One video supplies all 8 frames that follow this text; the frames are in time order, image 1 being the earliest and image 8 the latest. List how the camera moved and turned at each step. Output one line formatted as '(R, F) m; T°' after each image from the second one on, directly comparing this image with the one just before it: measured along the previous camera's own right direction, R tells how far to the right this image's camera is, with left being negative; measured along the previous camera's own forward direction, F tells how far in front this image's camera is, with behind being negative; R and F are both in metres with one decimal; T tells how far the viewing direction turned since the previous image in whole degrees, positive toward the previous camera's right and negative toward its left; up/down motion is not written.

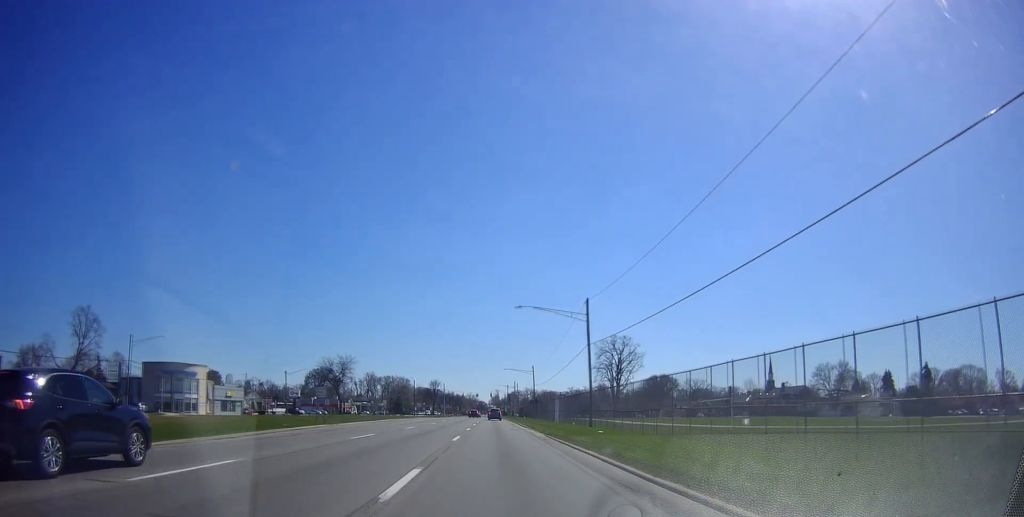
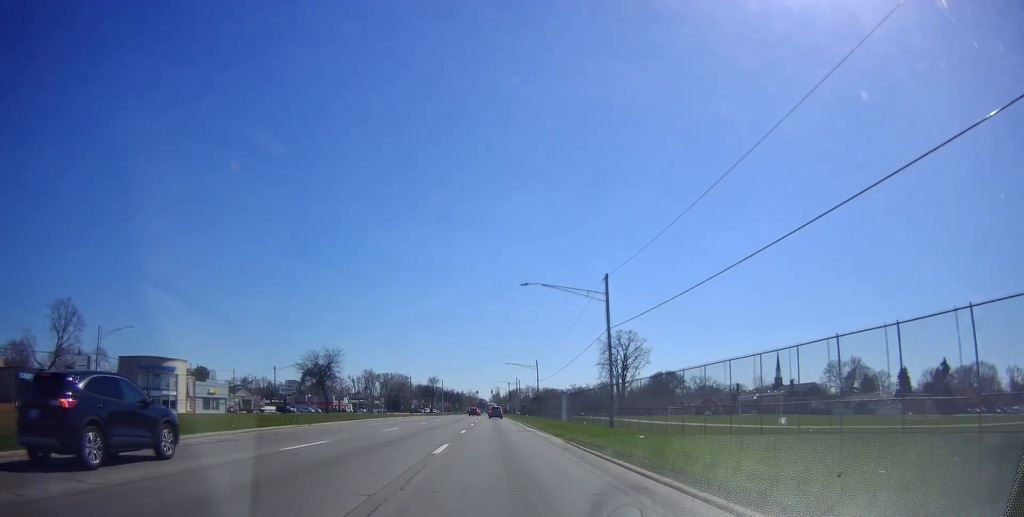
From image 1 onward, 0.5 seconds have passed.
(0.0, +7.9) m; 0°
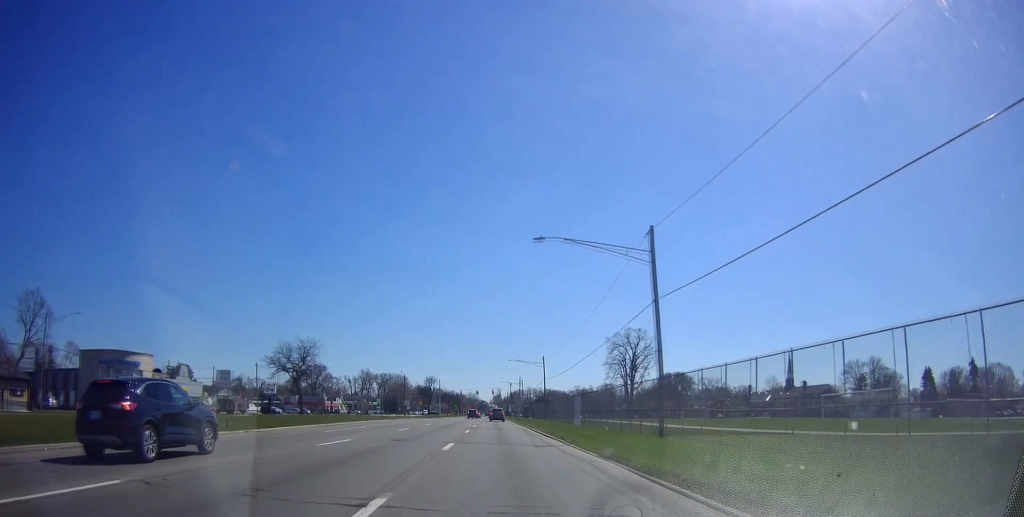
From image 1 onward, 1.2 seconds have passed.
(0.0, +11.6) m; 0°
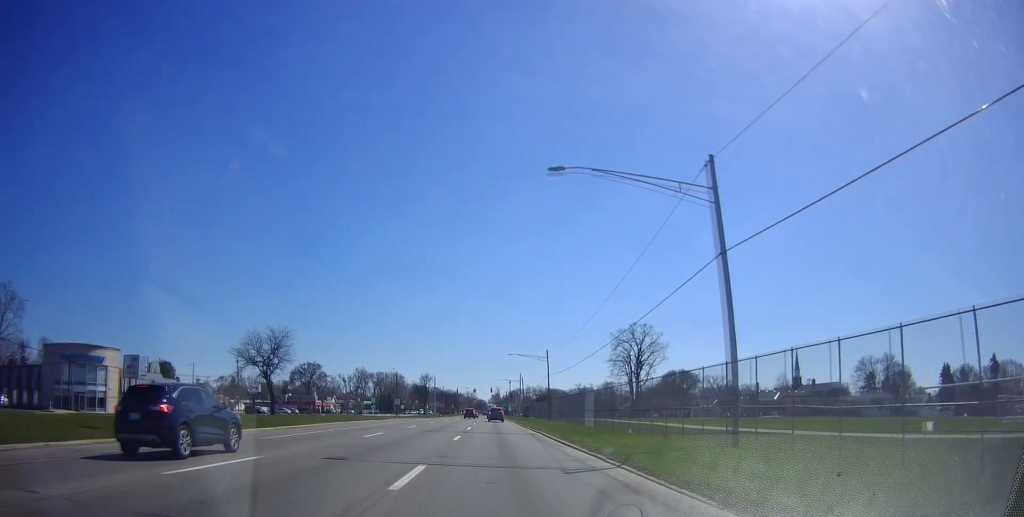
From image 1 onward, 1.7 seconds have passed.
(0.0, +9.1) m; 0°
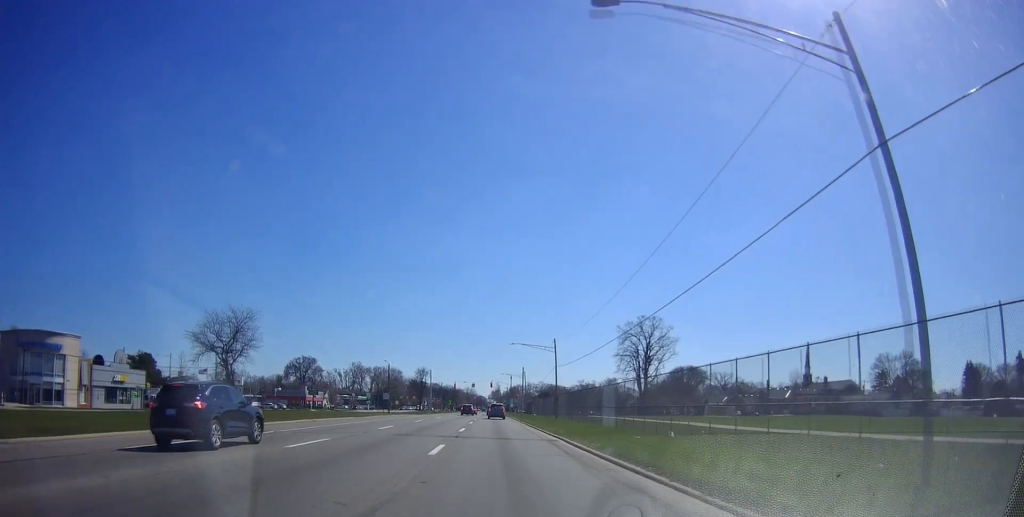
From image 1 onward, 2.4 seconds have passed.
(0.0, +10.0) m; 0°
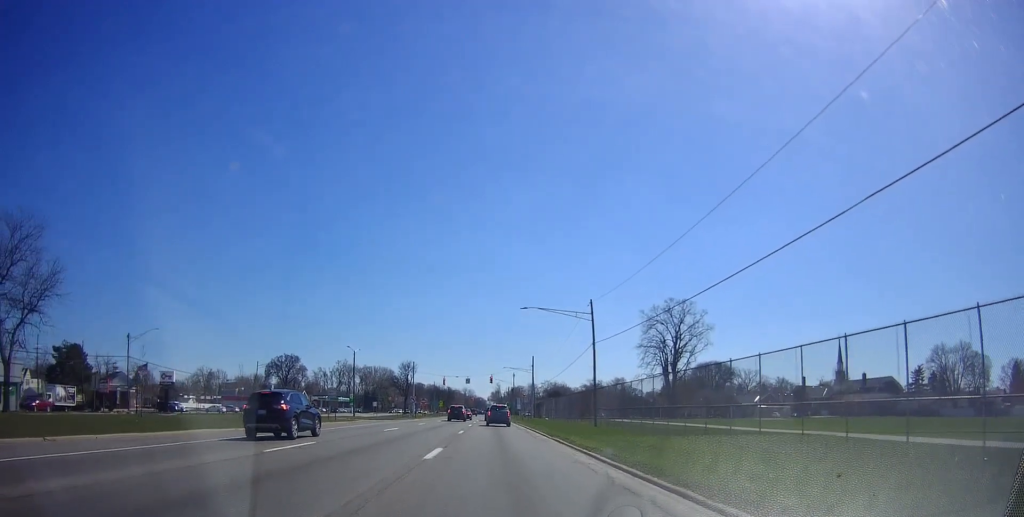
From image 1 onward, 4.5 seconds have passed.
(-0.5, +30.1) m; -4°
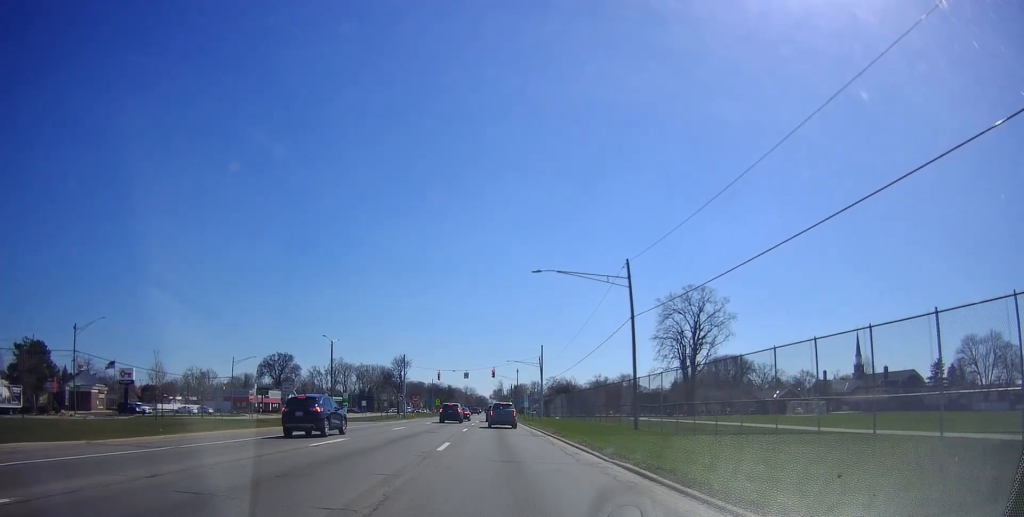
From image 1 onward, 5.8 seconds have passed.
(-0.2, +13.2) m; +2°
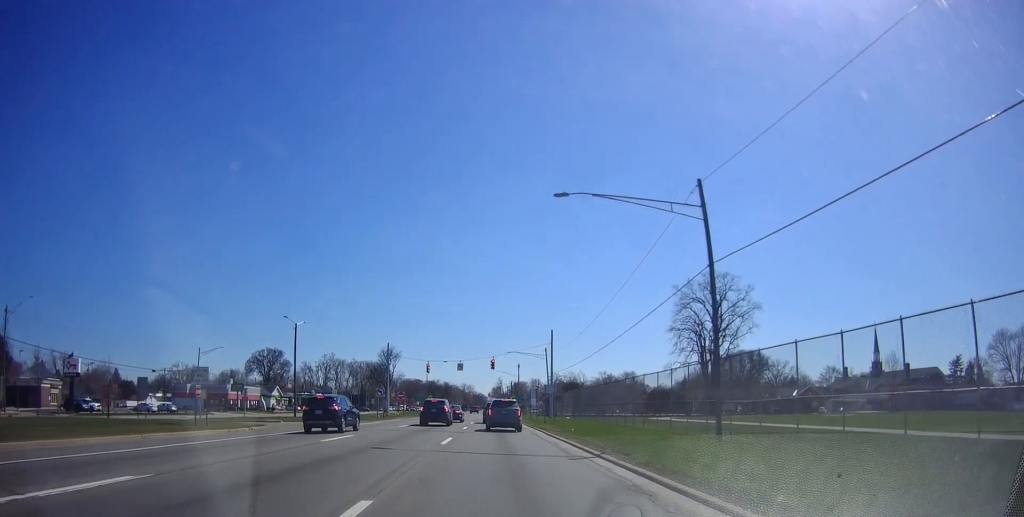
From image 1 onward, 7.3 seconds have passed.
(+0.4, +13.4) m; +2°
